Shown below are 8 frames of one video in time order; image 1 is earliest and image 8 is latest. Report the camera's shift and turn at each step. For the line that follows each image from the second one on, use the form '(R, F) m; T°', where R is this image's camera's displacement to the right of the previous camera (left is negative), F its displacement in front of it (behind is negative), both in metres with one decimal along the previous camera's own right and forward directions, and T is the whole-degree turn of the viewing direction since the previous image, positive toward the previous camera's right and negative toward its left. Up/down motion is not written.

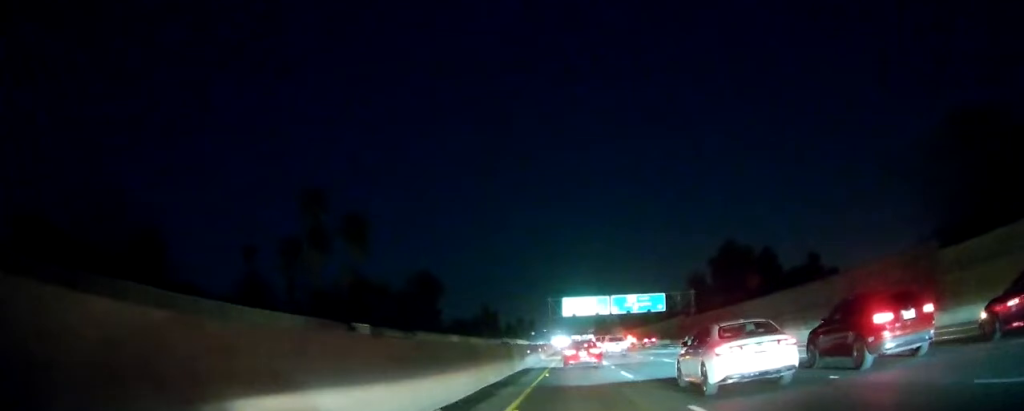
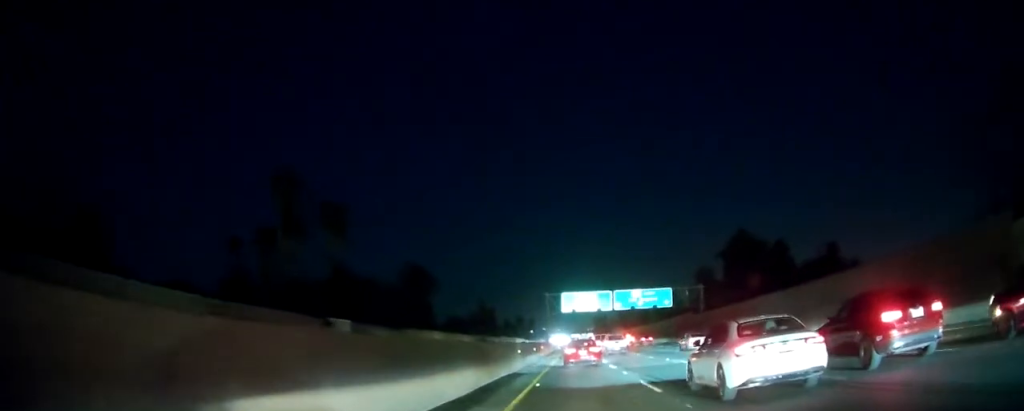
(0.0, +6.5) m; 0°
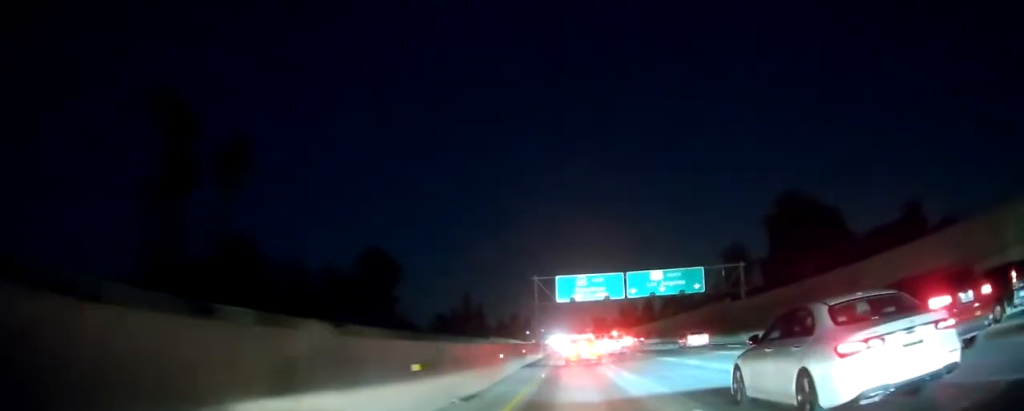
(0.0, +21.3) m; 0°
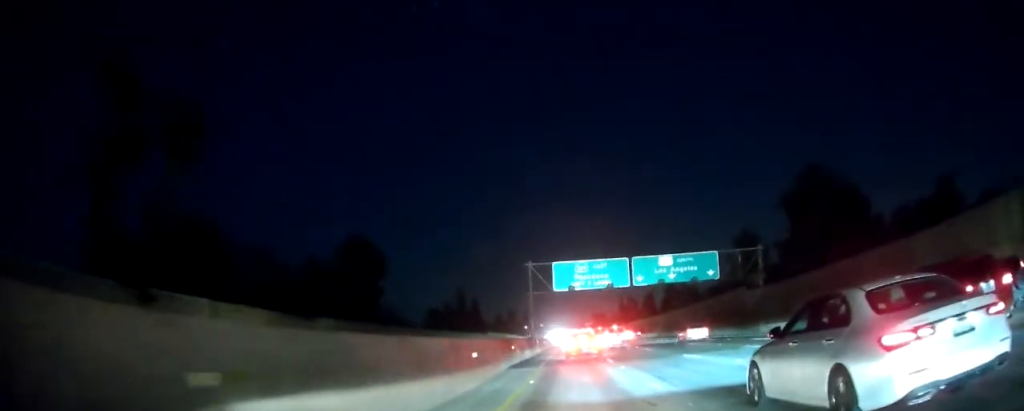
(0.0, +7.3) m; 0°
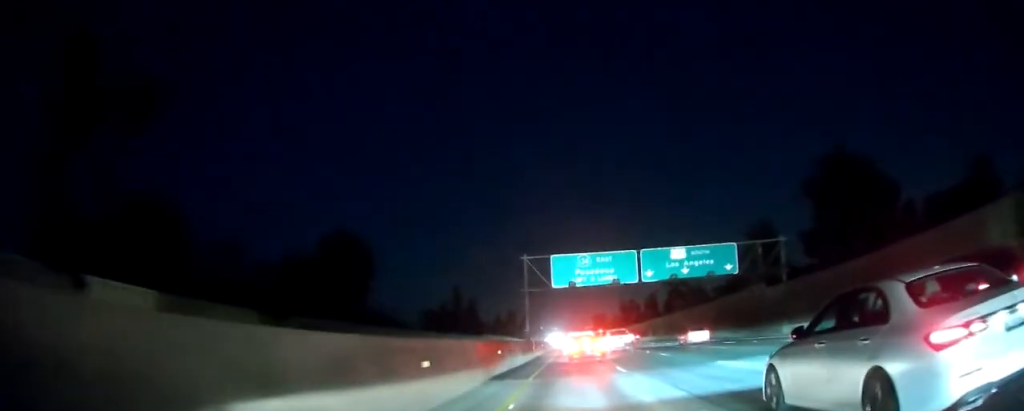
(0.0, +6.4) m; 0°
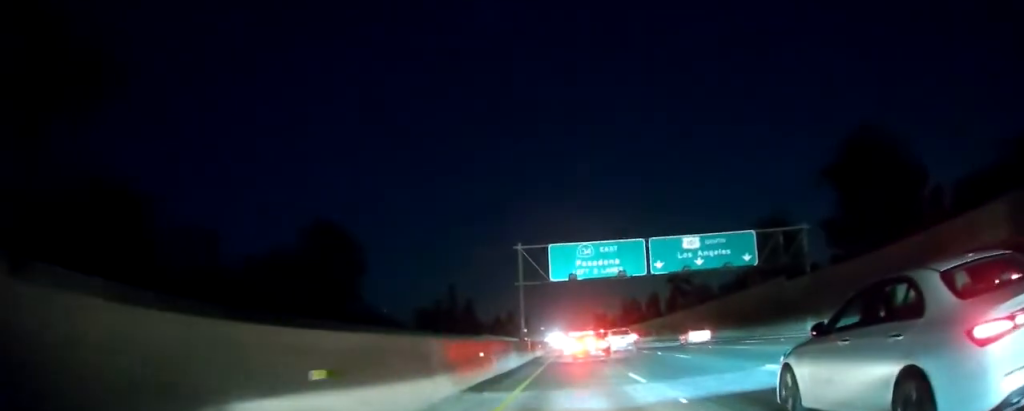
(0.0, +6.0) m; 0°
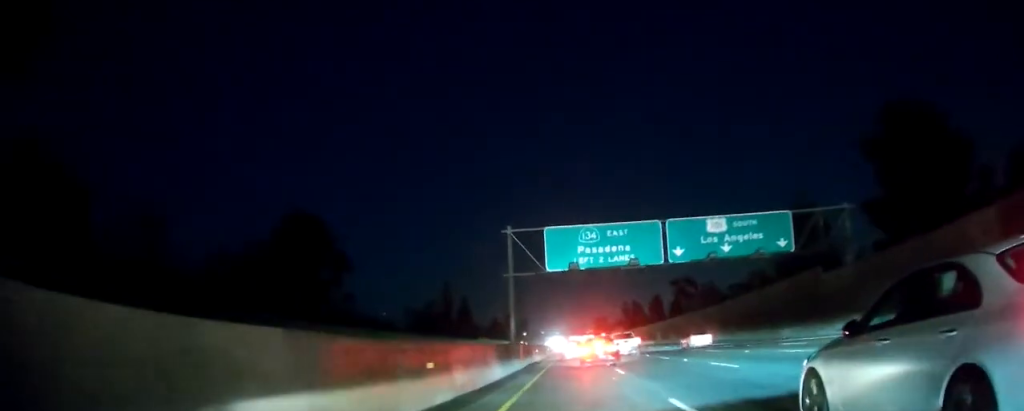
(0.0, +7.9) m; 0°
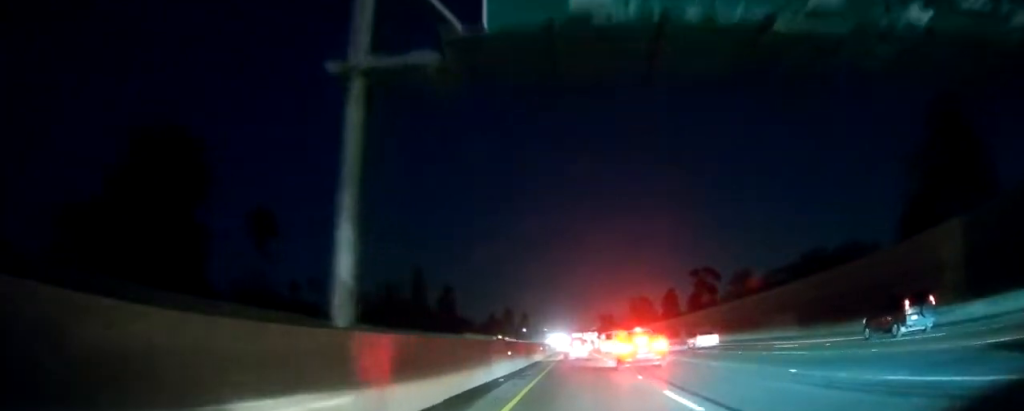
(-0.2, +28.2) m; -1°
